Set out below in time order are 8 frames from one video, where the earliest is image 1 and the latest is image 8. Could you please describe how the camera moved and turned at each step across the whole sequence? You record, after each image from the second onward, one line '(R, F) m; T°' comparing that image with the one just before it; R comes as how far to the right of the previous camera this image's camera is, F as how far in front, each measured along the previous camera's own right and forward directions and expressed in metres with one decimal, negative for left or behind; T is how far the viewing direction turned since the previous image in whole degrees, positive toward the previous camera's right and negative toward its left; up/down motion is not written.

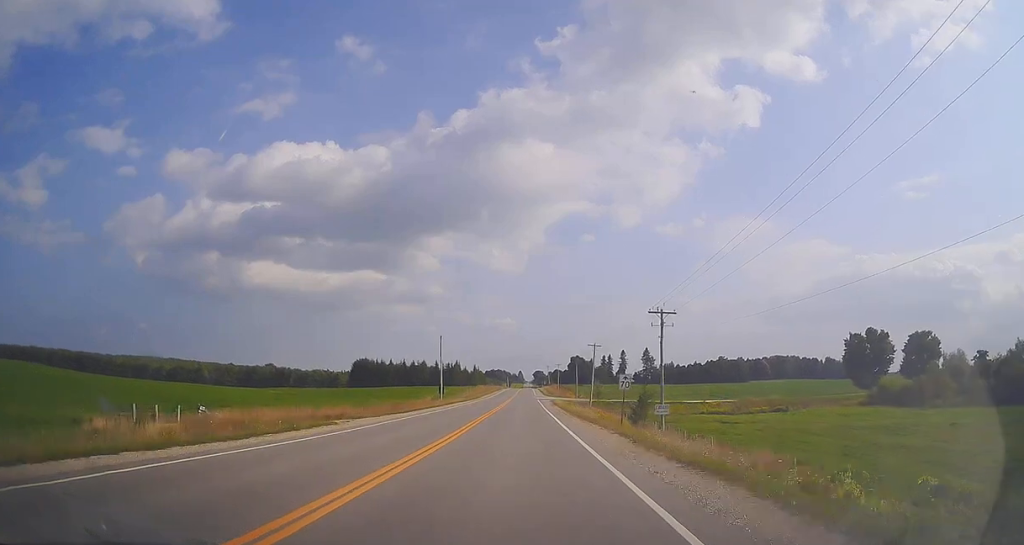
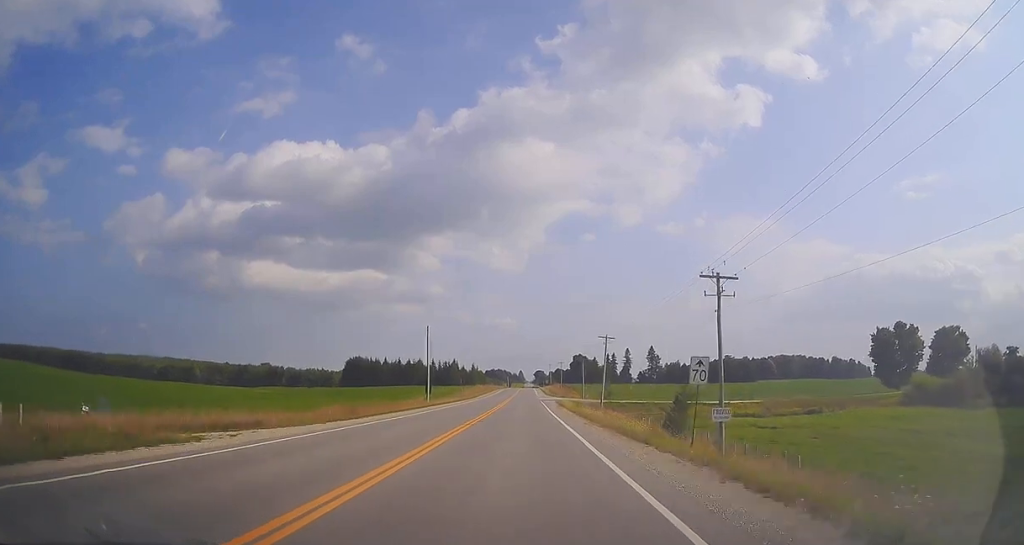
(+0.2, +12.2) m; 0°
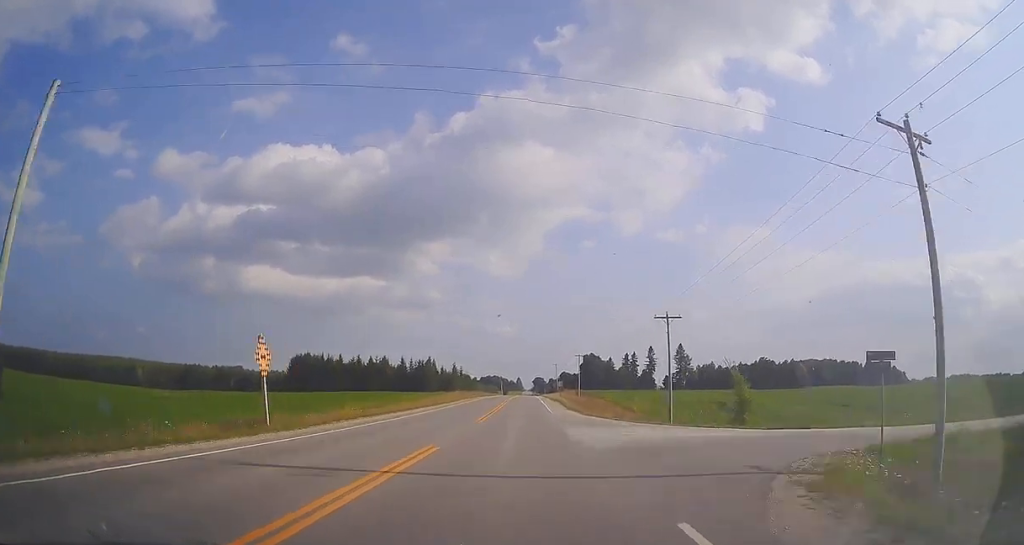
(0.0, +60.1) m; 0°
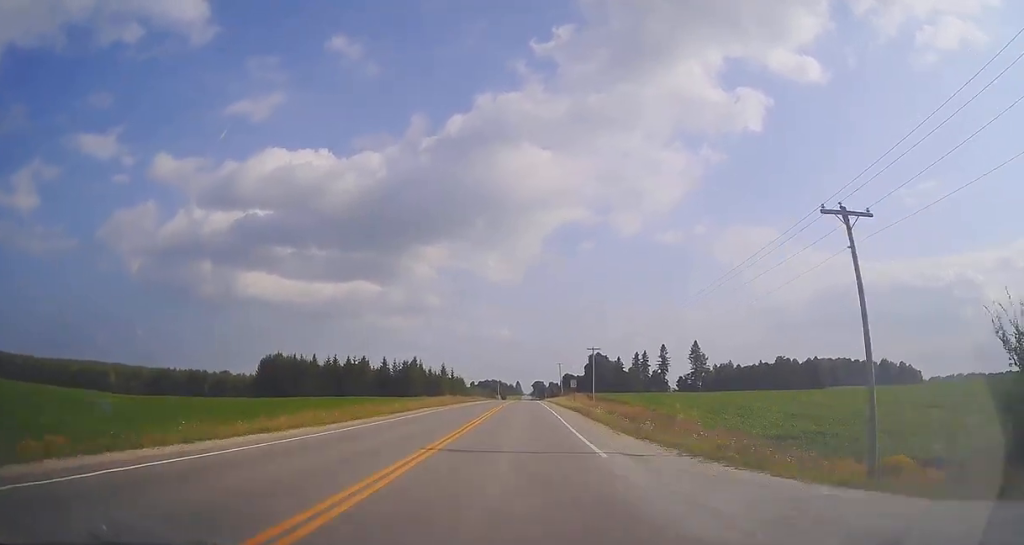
(-0.1, +23.5) m; 0°
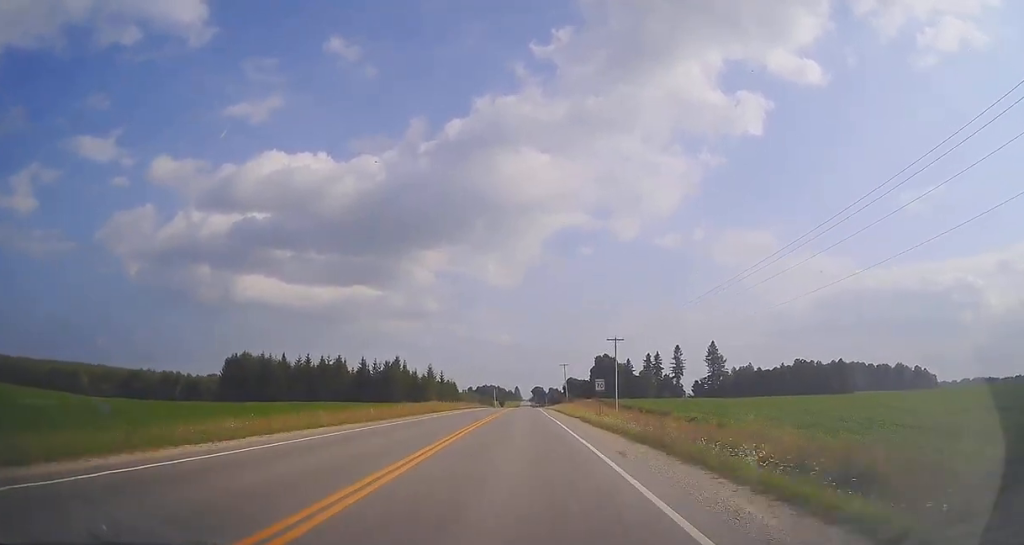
(+0.2, +21.9) m; +1°
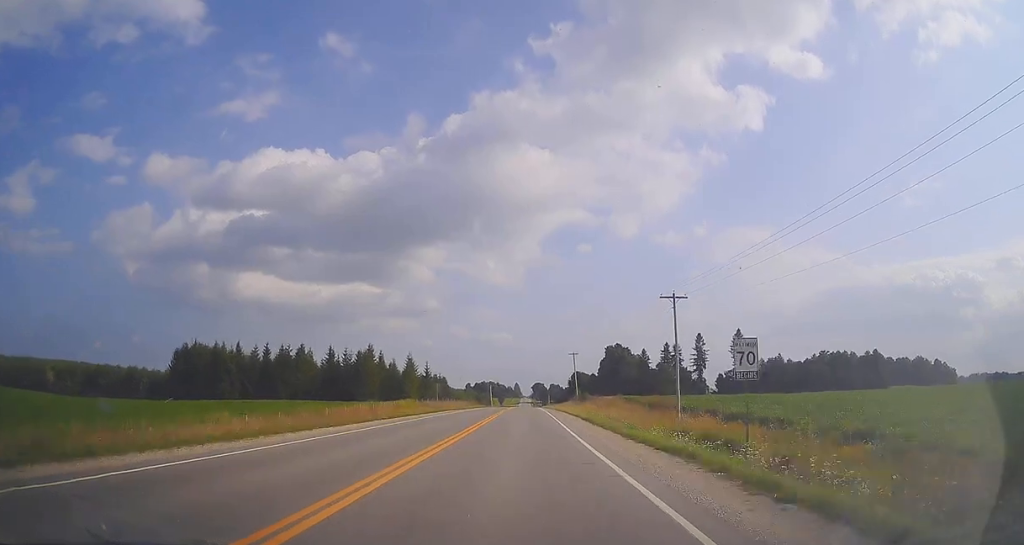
(0.0, +25.9) m; 0°
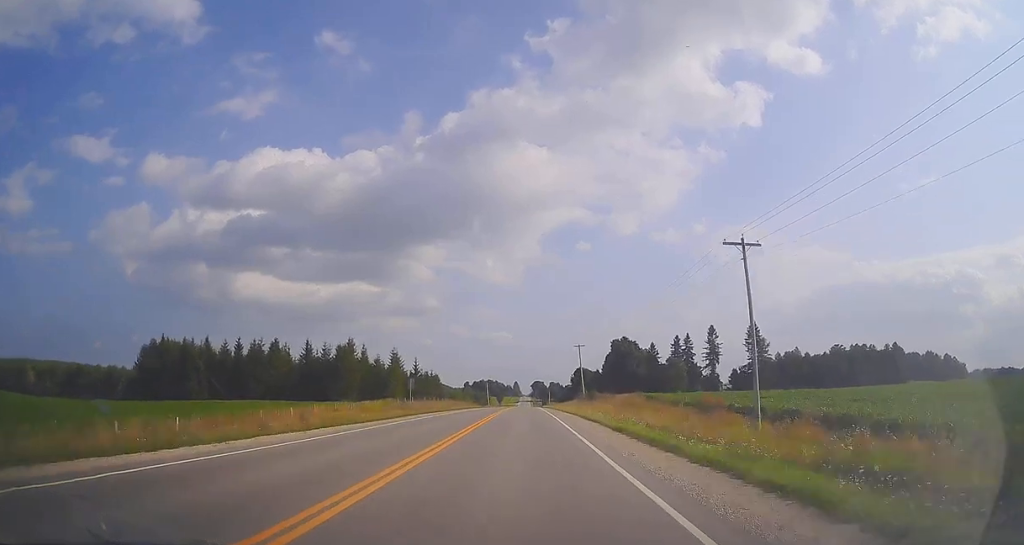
(0.0, +12.9) m; 0°
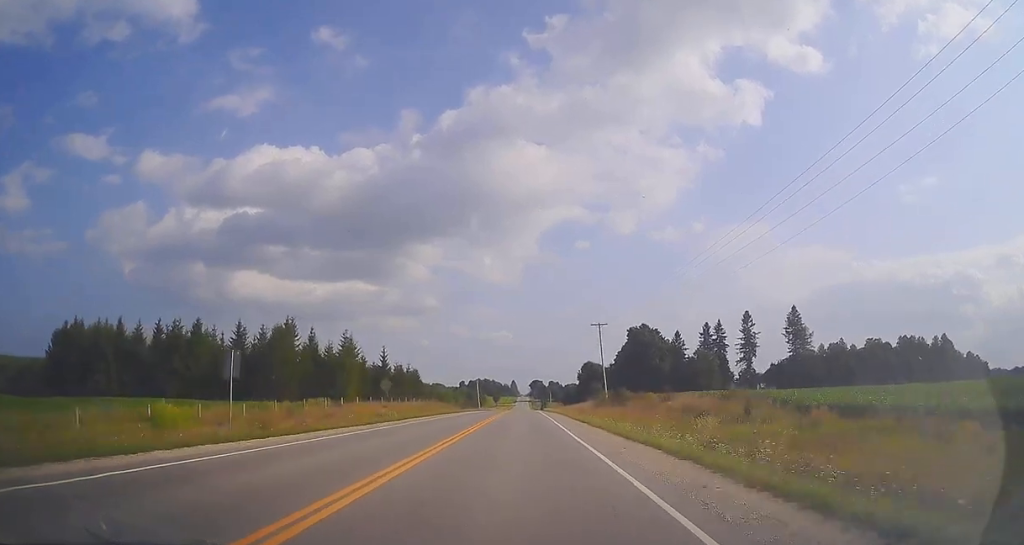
(-0.1, +28.2) m; 0°
